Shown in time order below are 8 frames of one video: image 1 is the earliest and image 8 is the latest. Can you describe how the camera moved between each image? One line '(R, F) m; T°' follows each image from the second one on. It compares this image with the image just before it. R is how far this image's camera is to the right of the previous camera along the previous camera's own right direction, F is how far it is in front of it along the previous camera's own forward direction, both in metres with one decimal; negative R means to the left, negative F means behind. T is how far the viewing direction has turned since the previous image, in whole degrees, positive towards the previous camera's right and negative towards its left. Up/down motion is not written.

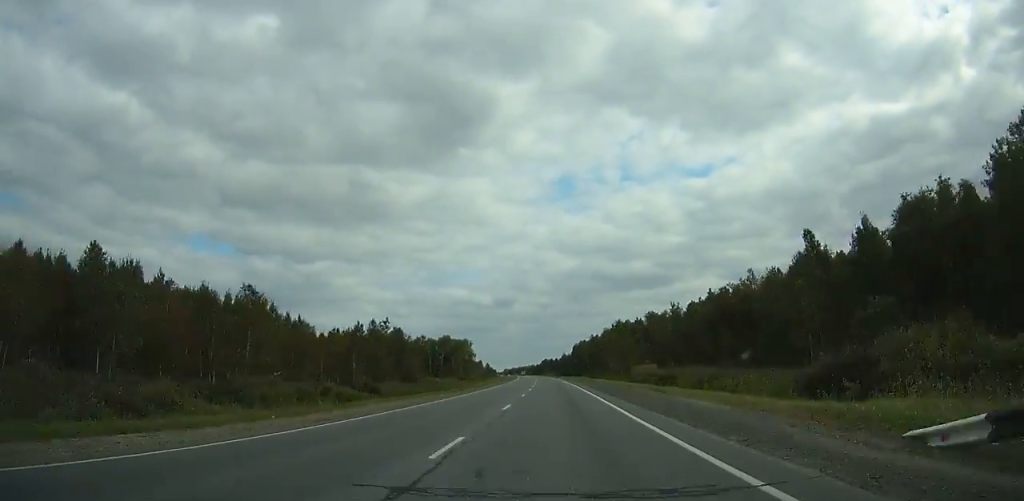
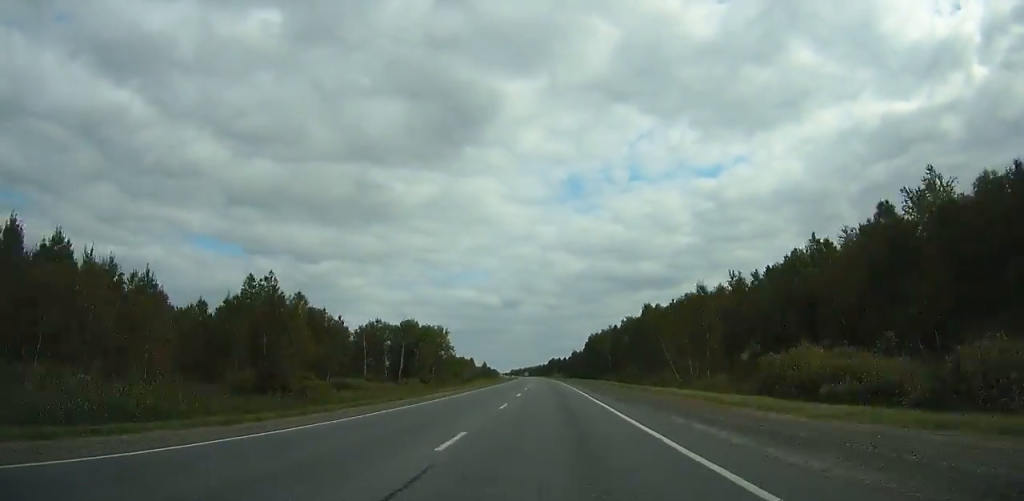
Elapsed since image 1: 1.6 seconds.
(-0.4, +47.3) m; -1°
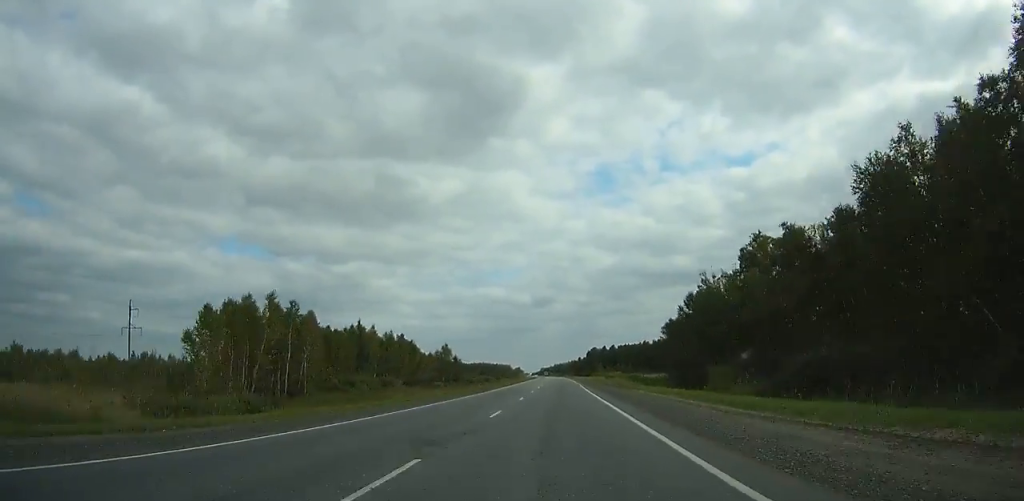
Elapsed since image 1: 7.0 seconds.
(-3.9, +159.1) m; -3°
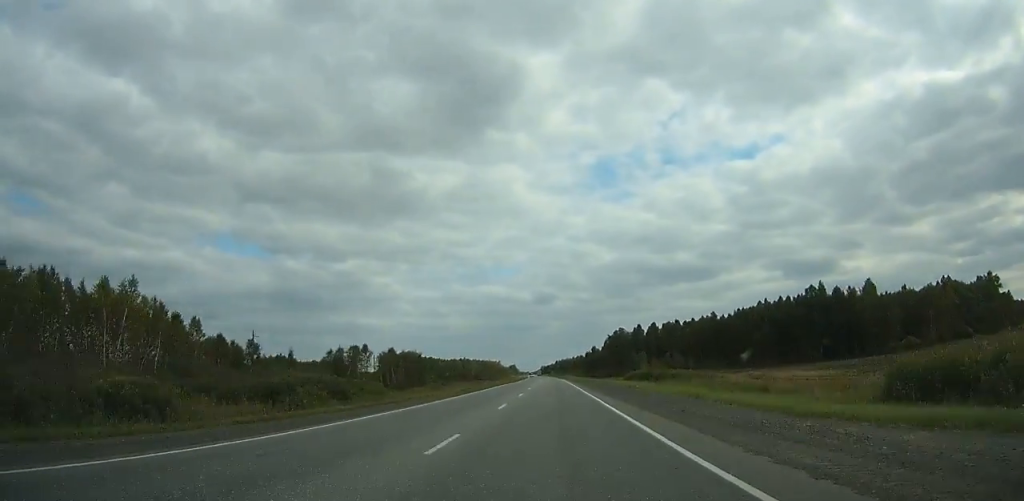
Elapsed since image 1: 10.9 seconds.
(-1.1, +114.7) m; -1°
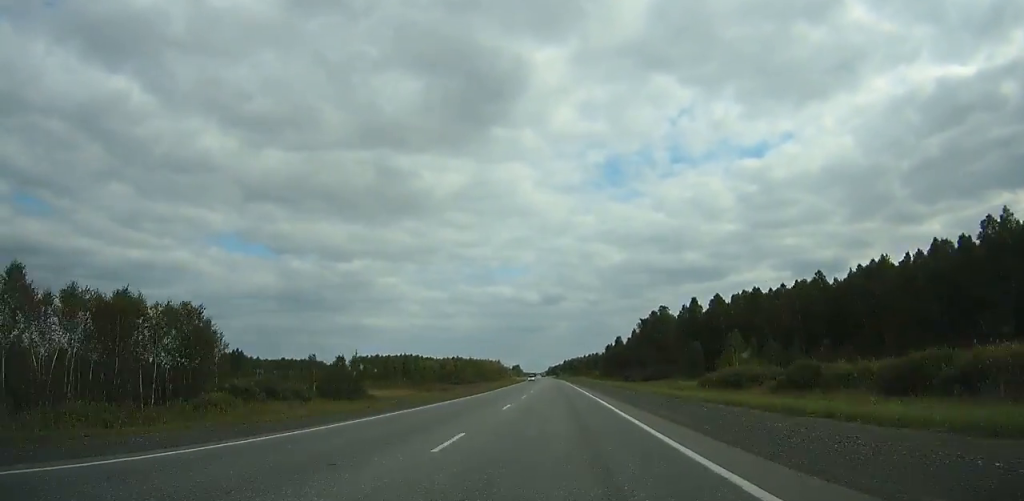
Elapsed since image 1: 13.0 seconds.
(-0.2, +61.5) m; -1°
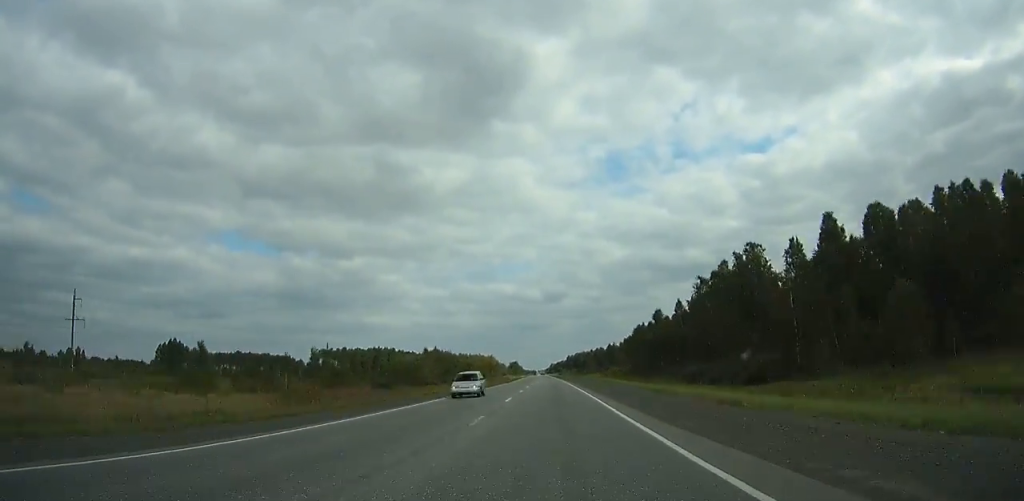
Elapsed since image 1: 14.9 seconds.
(-0.1, +55.6) m; -1°
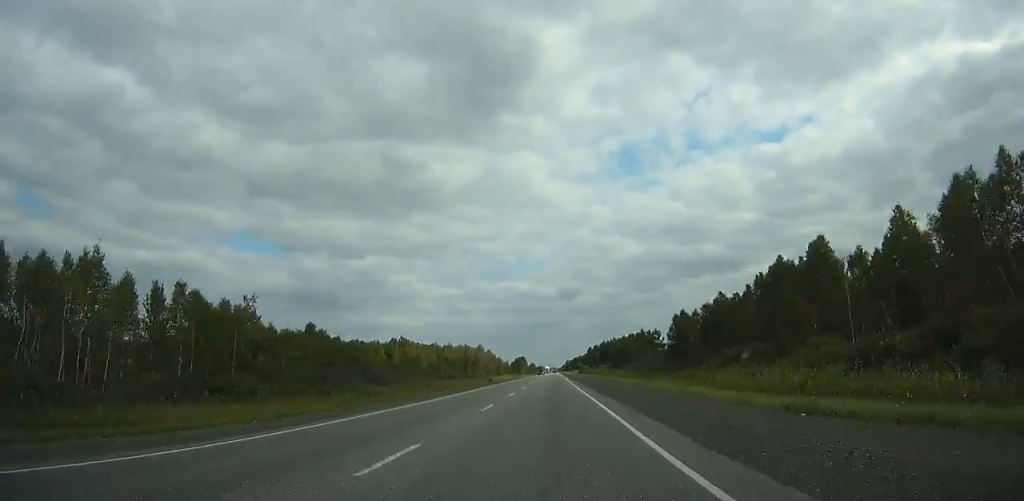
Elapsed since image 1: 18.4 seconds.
(-1.0, +102.5) m; -1°
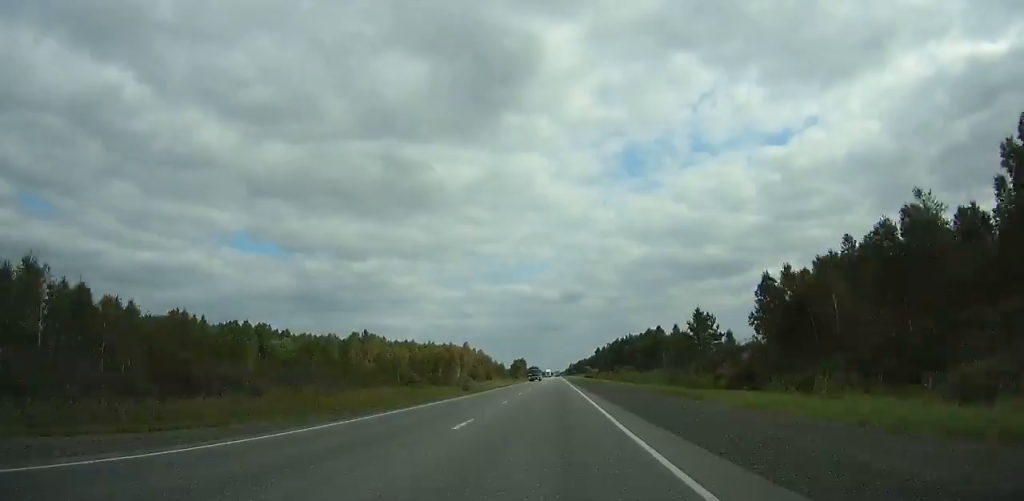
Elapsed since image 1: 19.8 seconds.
(+0.1, +40.9) m; 0°
